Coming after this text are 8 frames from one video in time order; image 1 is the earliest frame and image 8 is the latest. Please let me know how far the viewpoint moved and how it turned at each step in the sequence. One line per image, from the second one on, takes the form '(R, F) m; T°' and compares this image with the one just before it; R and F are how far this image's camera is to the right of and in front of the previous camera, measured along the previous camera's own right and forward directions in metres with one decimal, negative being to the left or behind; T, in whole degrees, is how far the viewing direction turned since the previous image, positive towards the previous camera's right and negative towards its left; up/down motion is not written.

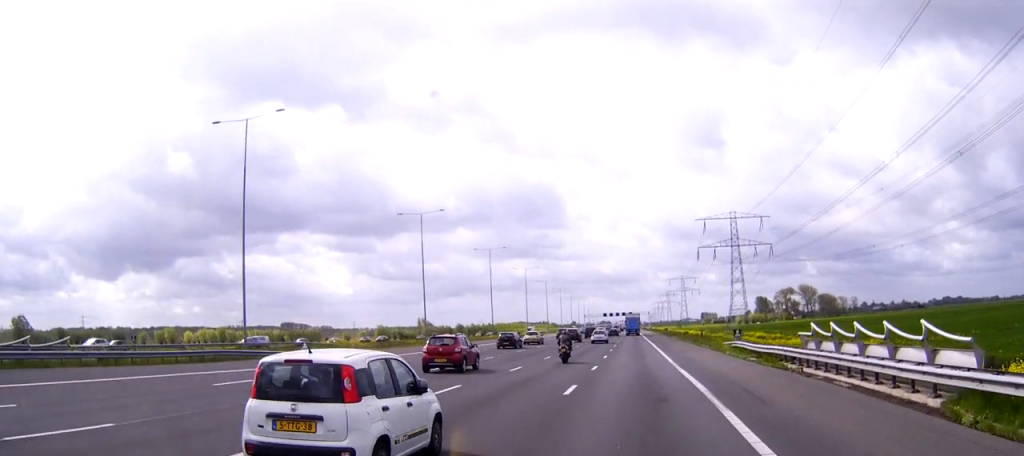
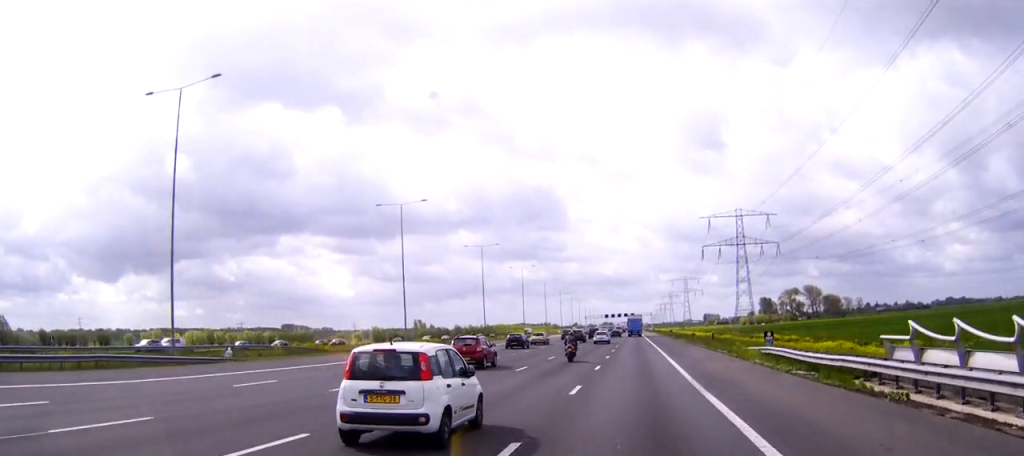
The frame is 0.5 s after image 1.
(0.0, +11.0) m; 0°
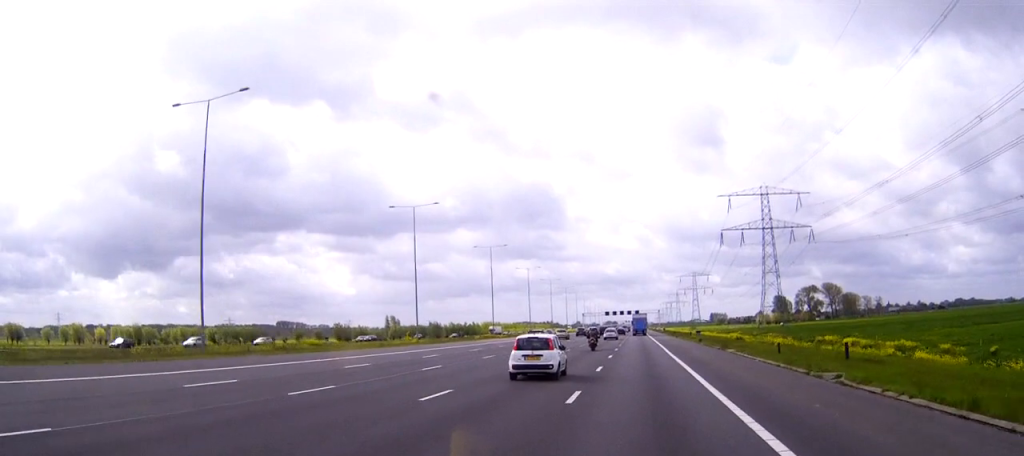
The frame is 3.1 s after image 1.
(-0.1, +51.7) m; 0°
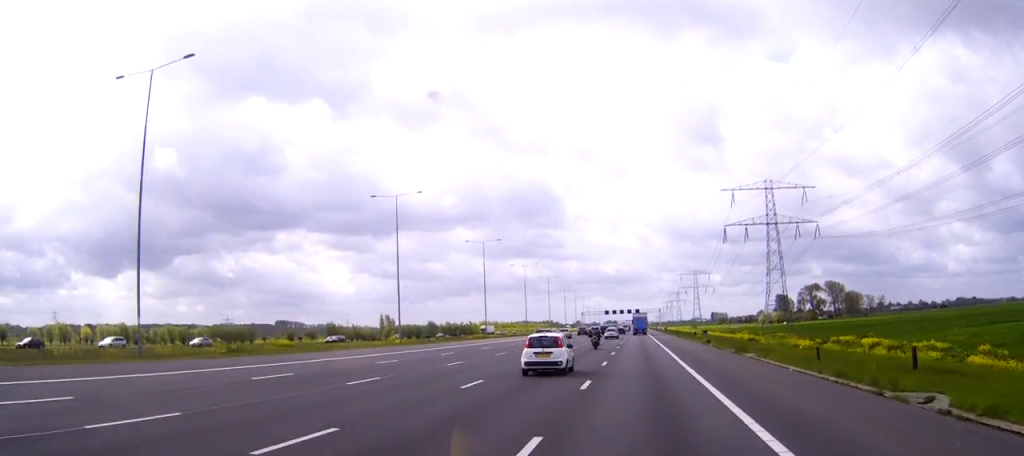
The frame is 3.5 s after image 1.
(0.0, +8.1) m; 0°
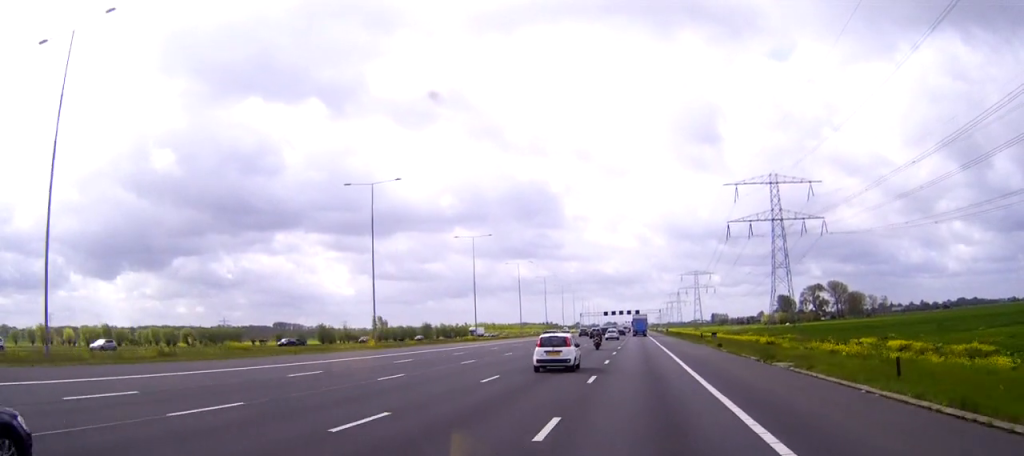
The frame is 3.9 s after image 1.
(0.0, +9.5) m; 0°
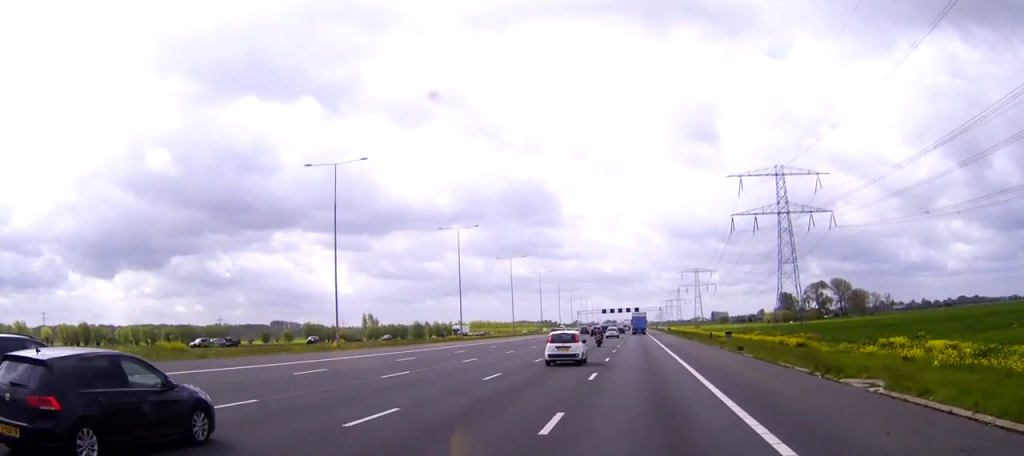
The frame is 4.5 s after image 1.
(0.0, +11.5) m; 0°
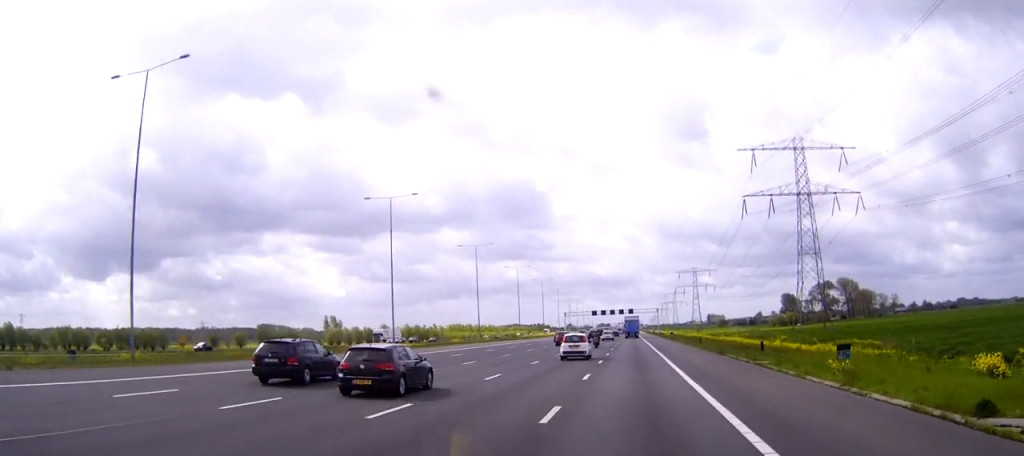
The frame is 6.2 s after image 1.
(+0.1, +34.4) m; 0°
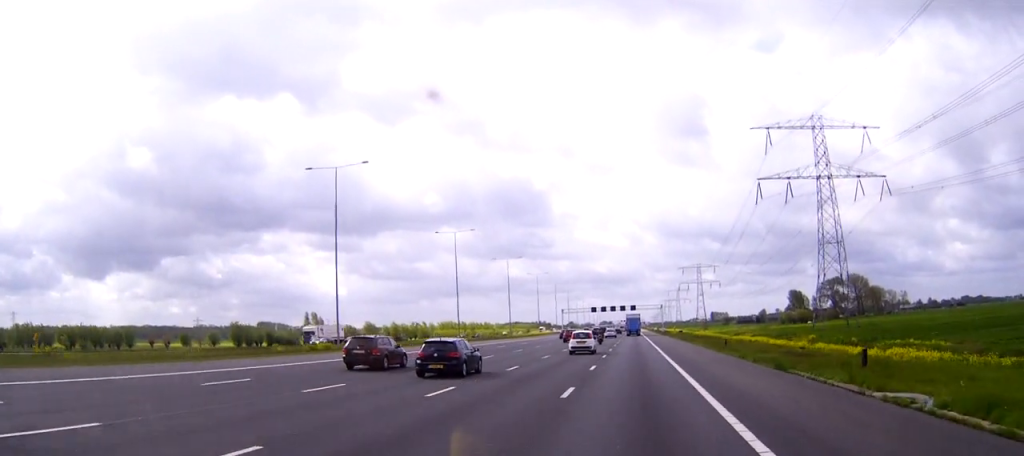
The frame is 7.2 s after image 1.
(0.0, +19.5) m; 0°
